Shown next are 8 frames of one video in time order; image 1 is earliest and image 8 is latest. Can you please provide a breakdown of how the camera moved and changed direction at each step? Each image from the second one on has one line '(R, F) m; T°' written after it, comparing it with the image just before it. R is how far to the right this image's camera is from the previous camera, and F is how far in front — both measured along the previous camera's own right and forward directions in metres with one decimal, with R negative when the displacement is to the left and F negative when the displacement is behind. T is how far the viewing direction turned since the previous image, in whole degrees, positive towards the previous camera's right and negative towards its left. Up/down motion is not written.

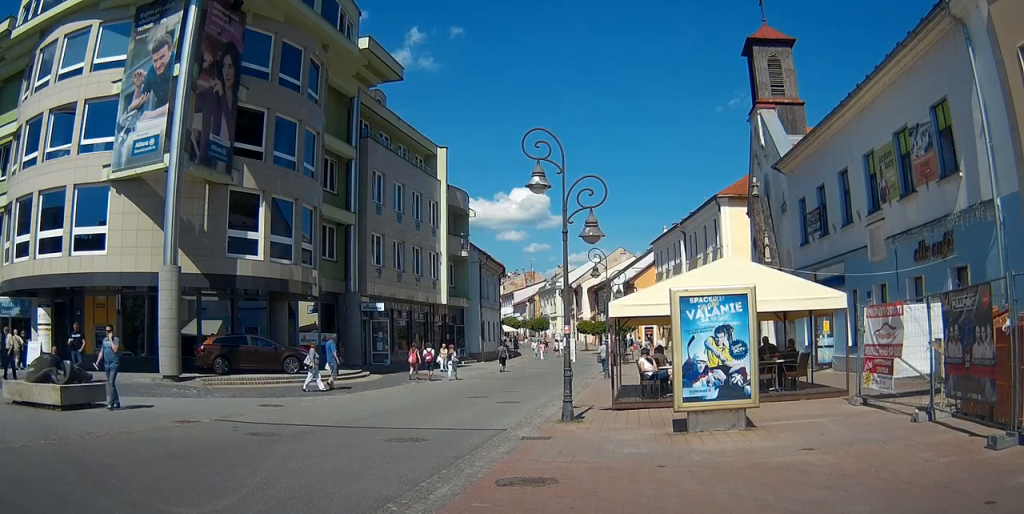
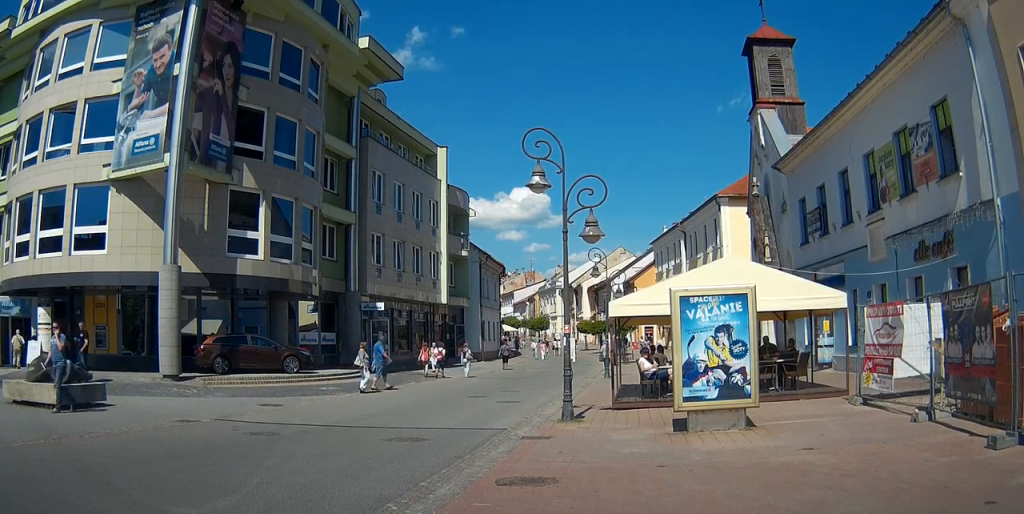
(0.0, 0.0) m; 0°
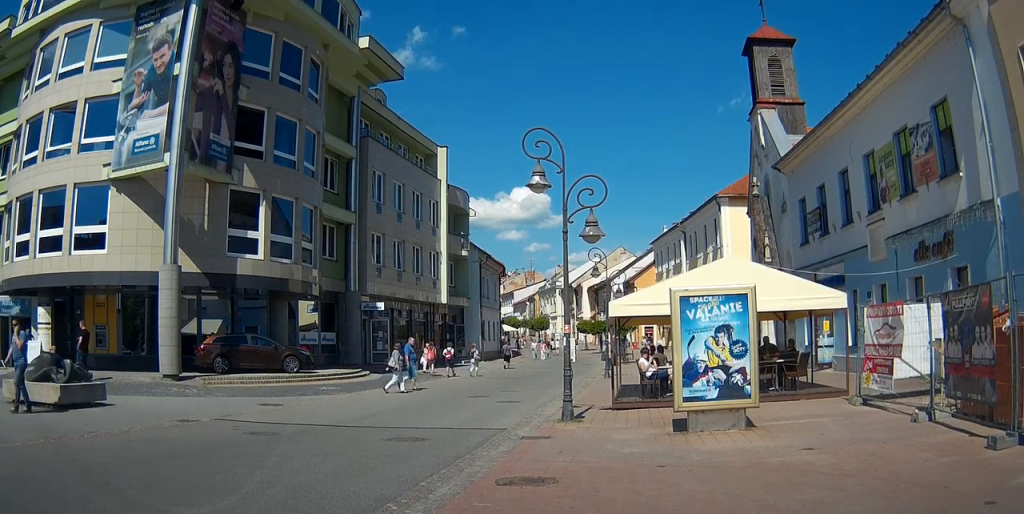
(0.0, 0.0) m; 0°
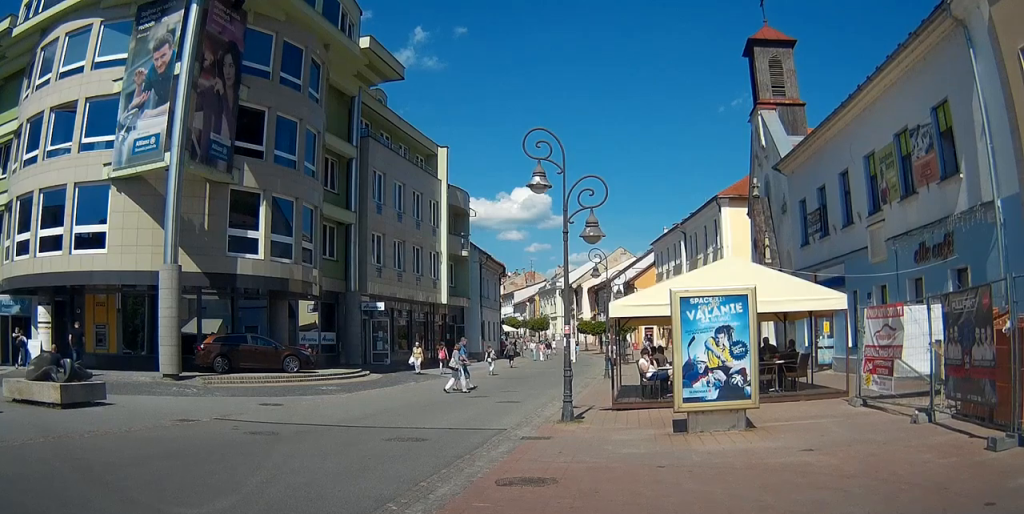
(0.0, 0.0) m; 0°
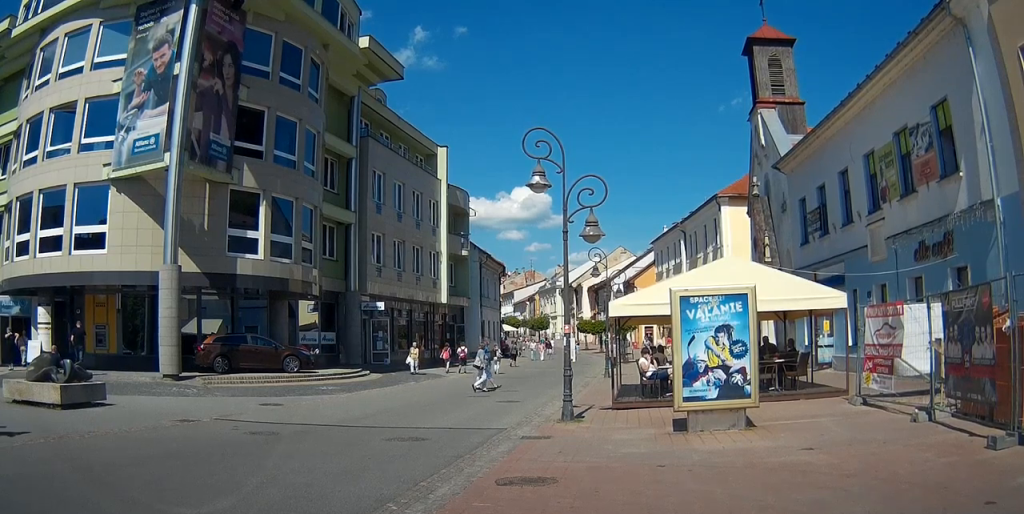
(0.0, 0.0) m; 0°
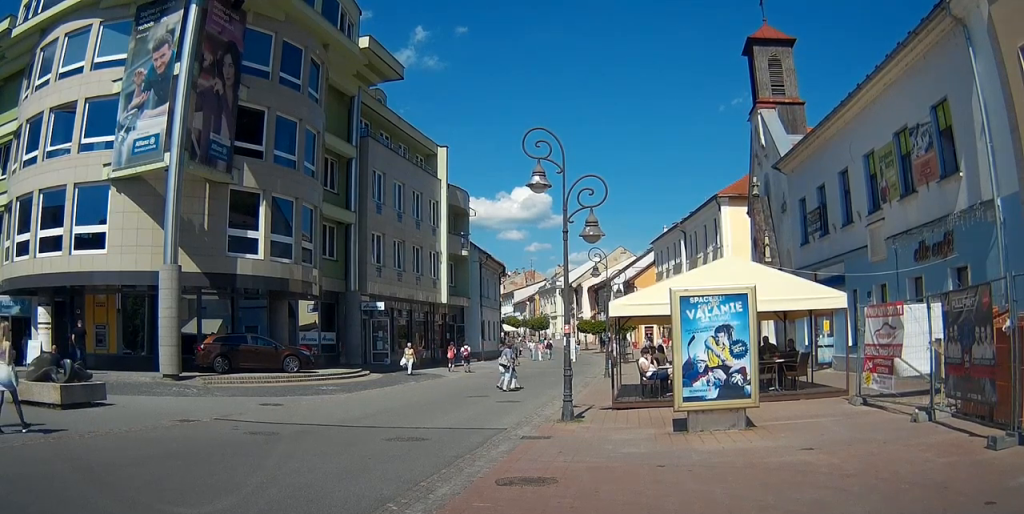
(0.0, 0.0) m; 0°
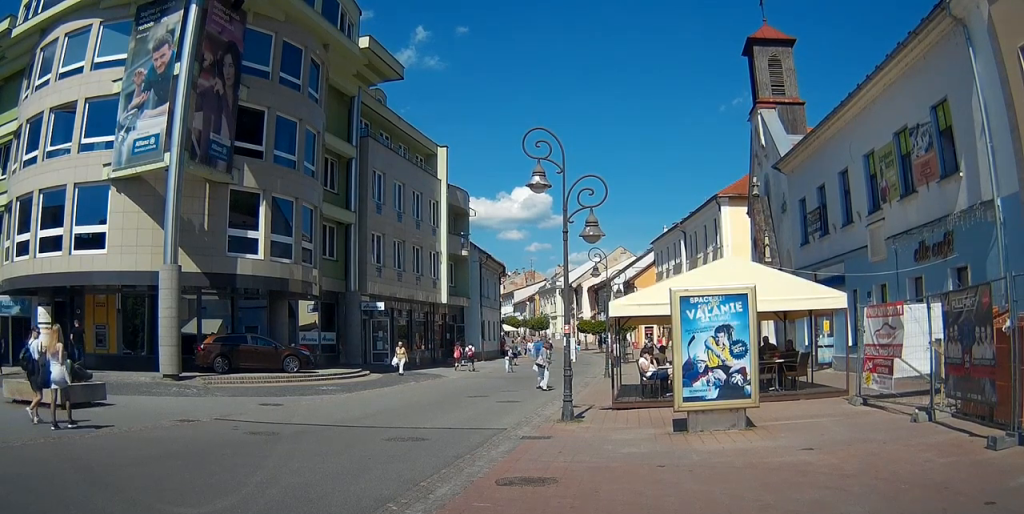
(0.0, 0.0) m; 0°
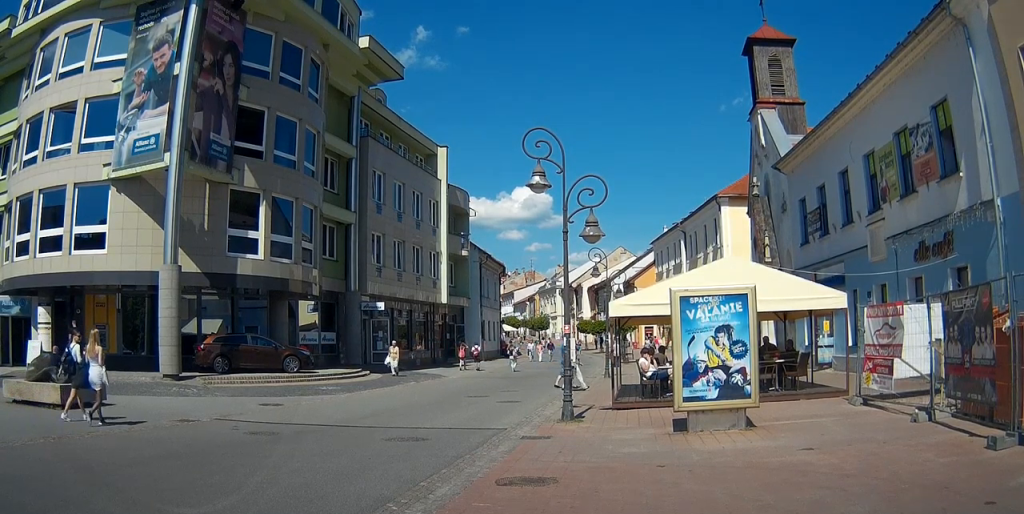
(0.0, 0.0) m; 0°
